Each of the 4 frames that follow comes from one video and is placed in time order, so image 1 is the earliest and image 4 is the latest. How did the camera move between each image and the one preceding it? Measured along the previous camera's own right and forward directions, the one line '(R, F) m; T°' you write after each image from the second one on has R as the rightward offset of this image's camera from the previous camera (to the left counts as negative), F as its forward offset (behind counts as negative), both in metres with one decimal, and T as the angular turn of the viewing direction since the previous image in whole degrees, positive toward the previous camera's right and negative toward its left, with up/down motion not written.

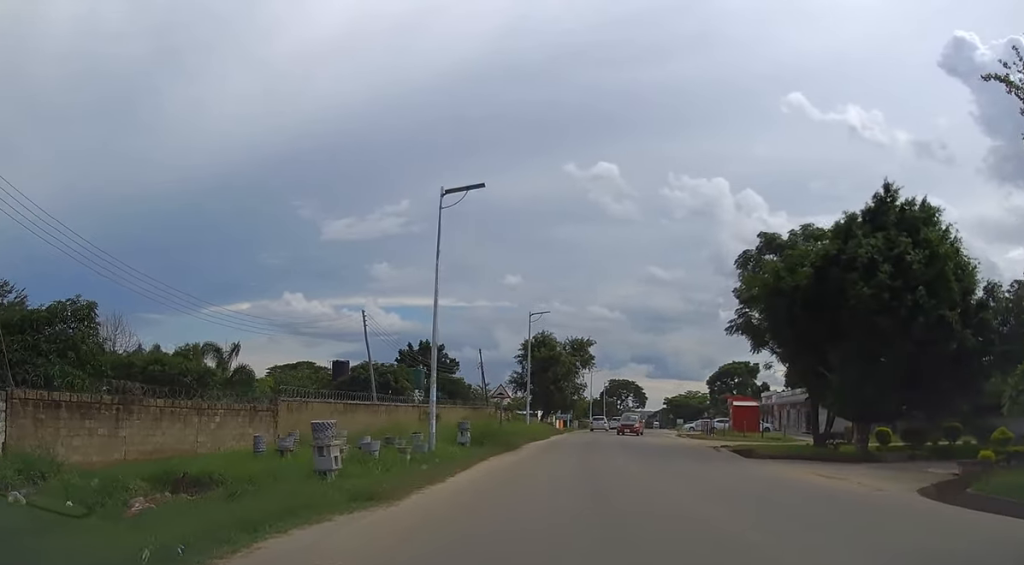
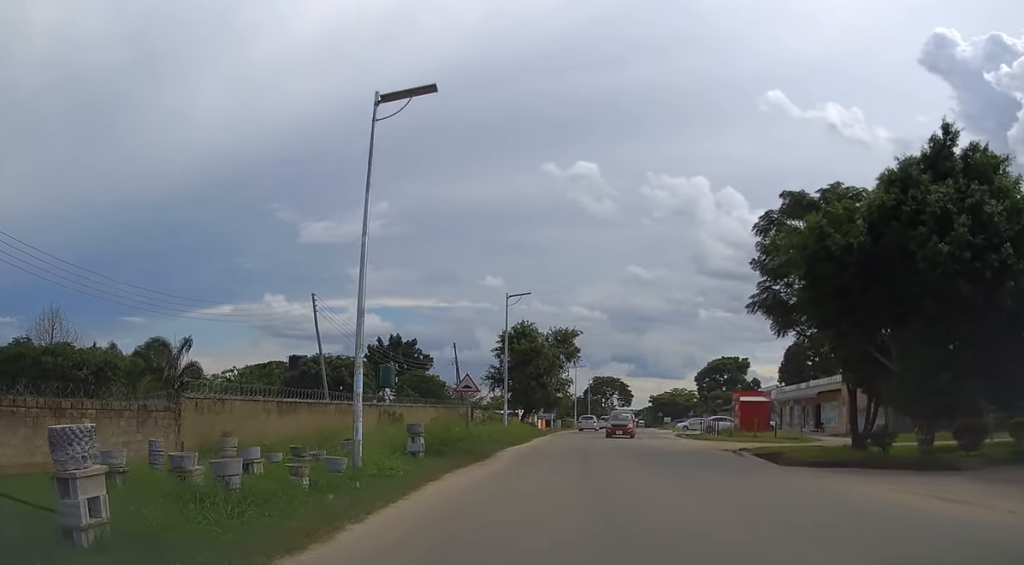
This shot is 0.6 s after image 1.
(+0.1, +6.9) m; +1°
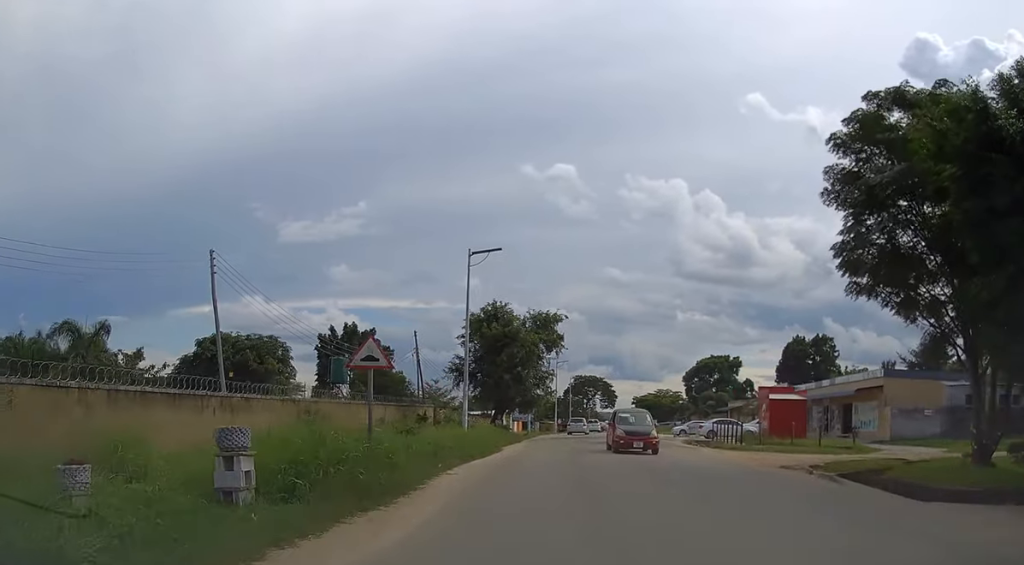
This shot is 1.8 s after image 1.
(+0.1, +11.0) m; +1°
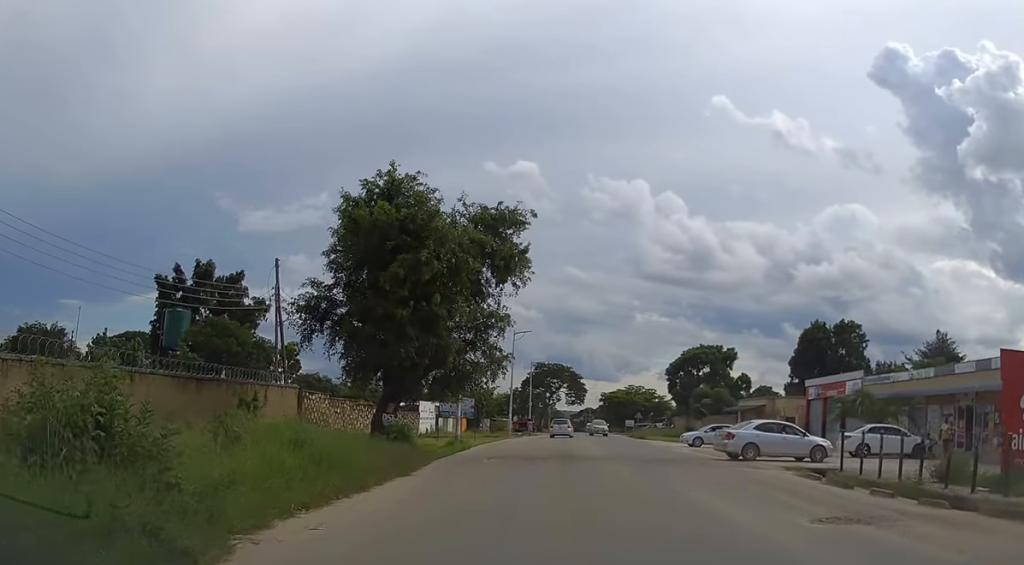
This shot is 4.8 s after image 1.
(+1.4, +25.6) m; +6°
